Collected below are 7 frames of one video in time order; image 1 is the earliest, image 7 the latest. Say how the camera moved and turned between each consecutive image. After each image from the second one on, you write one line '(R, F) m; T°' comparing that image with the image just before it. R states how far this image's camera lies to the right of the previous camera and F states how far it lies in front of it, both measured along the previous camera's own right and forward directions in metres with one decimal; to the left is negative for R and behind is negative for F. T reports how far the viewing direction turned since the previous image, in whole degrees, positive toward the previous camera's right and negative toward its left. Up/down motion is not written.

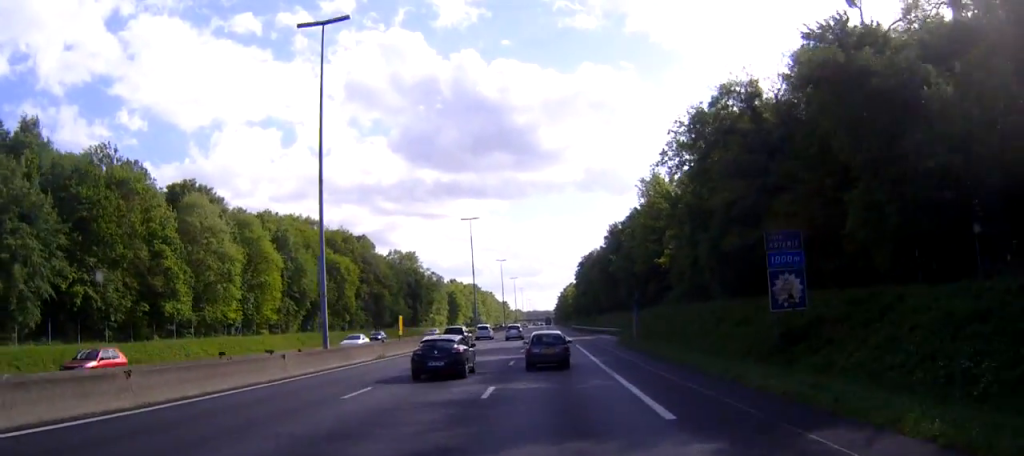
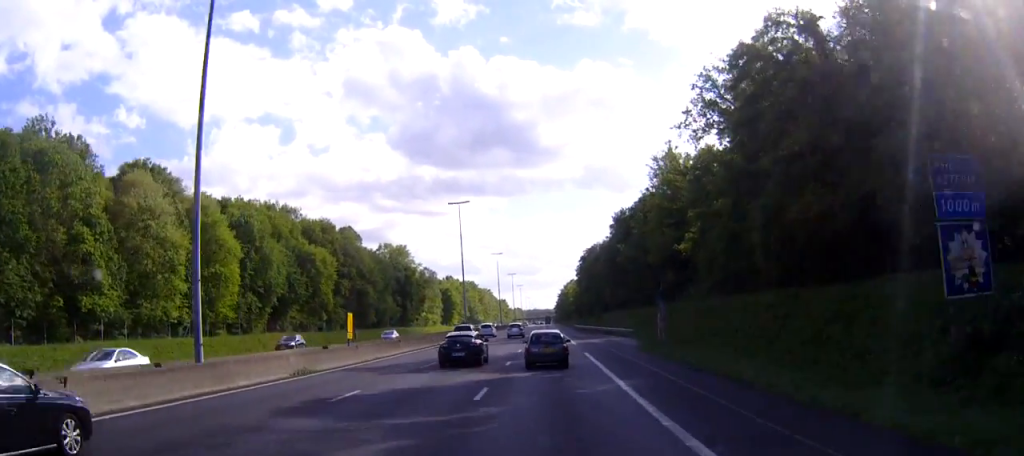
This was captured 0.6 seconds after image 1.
(0.0, +13.9) m; 0°
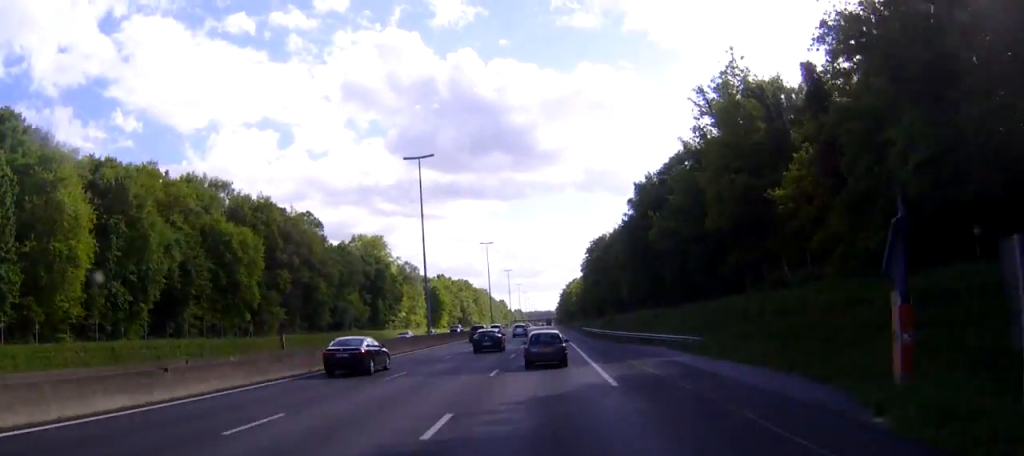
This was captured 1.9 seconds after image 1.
(+0.2, +31.7) m; 0°
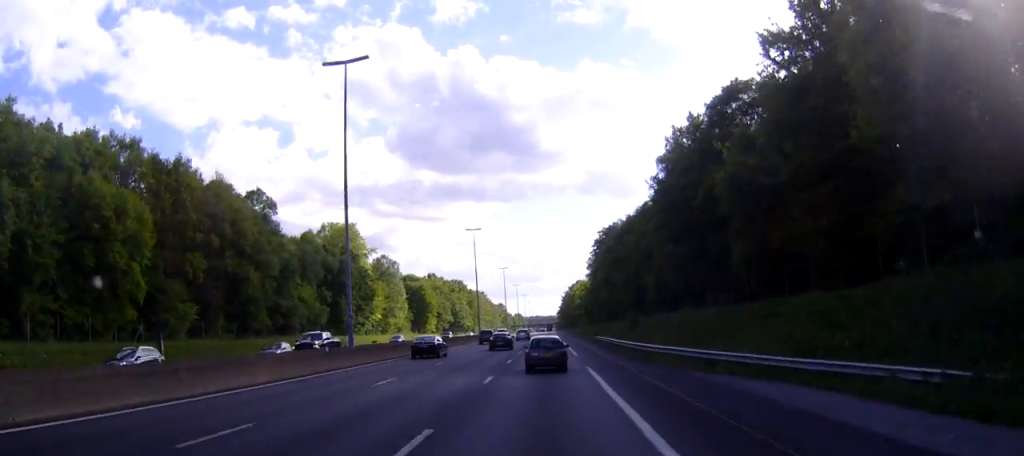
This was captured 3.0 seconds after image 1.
(0.0, +27.5) m; 0°
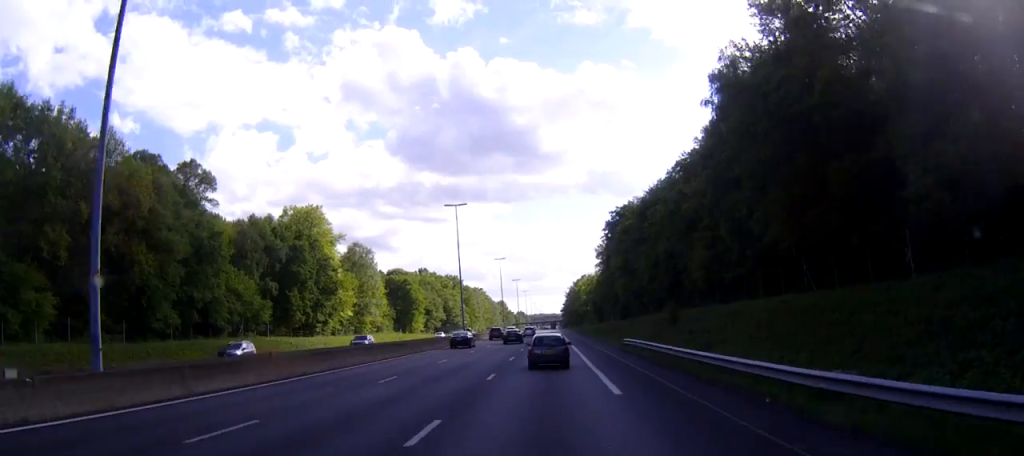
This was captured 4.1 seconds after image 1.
(-0.1, +25.9) m; 0°
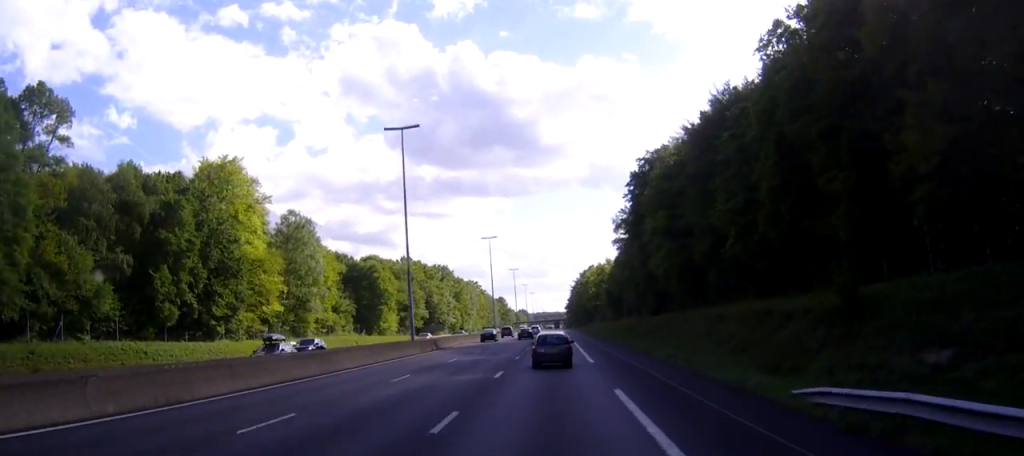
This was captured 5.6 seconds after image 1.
(-0.1, +37.2) m; 0°
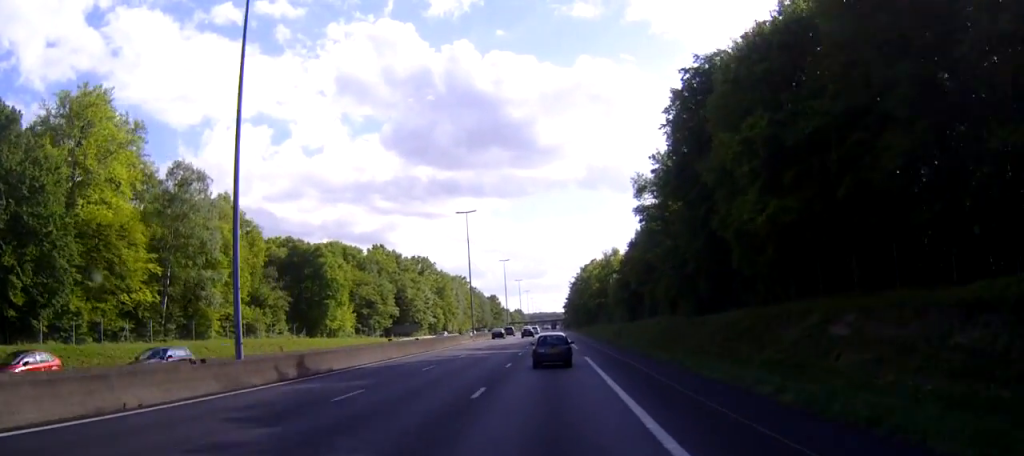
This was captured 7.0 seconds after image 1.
(0.0, +33.2) m; 0°
